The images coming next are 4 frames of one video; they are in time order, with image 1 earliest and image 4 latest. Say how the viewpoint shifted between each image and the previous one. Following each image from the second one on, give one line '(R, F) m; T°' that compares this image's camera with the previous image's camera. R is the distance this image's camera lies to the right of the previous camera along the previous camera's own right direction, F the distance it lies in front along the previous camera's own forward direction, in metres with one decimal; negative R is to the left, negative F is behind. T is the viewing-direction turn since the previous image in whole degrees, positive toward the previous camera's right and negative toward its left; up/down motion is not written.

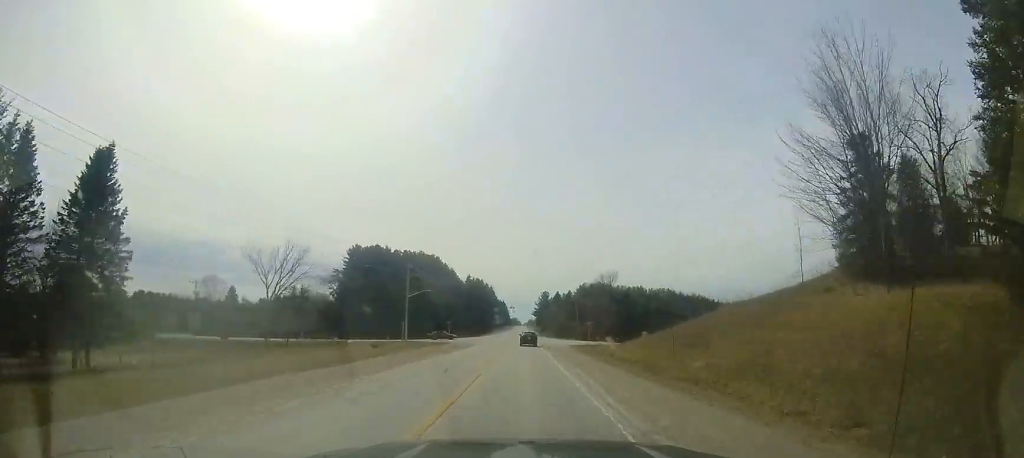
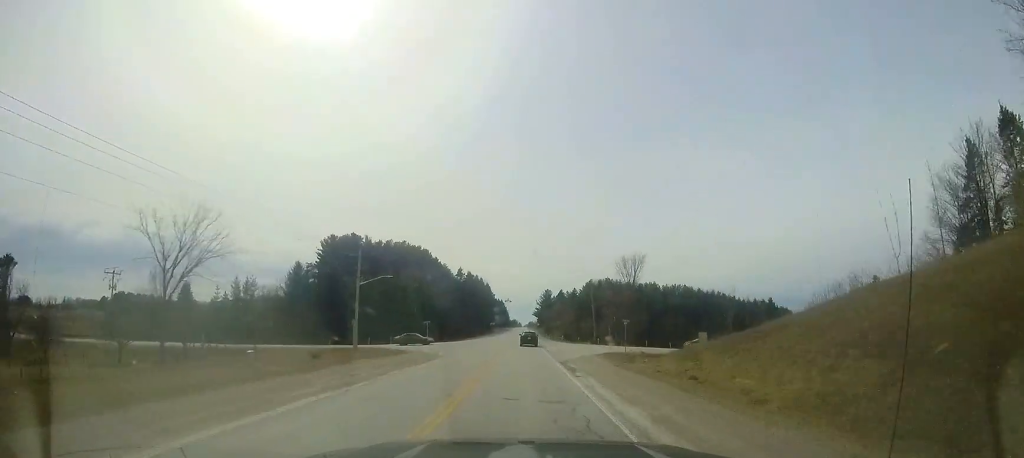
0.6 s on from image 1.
(-0.2, +17.3) m; -1°
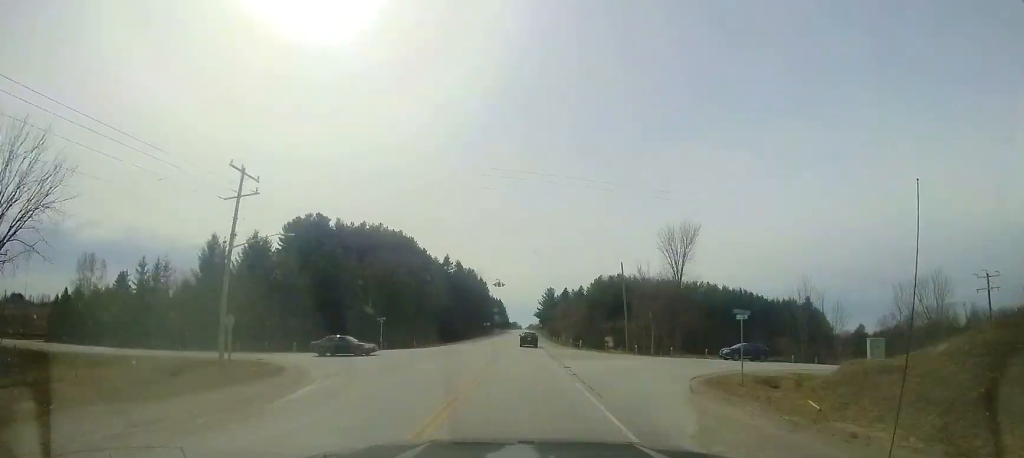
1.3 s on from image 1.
(-0.2, +19.0) m; 0°
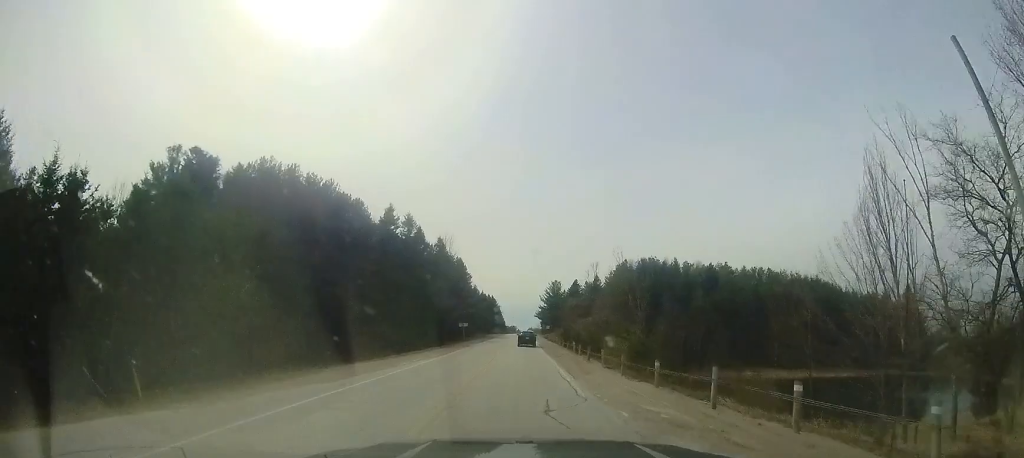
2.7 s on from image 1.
(+0.4, +36.3) m; +1°
